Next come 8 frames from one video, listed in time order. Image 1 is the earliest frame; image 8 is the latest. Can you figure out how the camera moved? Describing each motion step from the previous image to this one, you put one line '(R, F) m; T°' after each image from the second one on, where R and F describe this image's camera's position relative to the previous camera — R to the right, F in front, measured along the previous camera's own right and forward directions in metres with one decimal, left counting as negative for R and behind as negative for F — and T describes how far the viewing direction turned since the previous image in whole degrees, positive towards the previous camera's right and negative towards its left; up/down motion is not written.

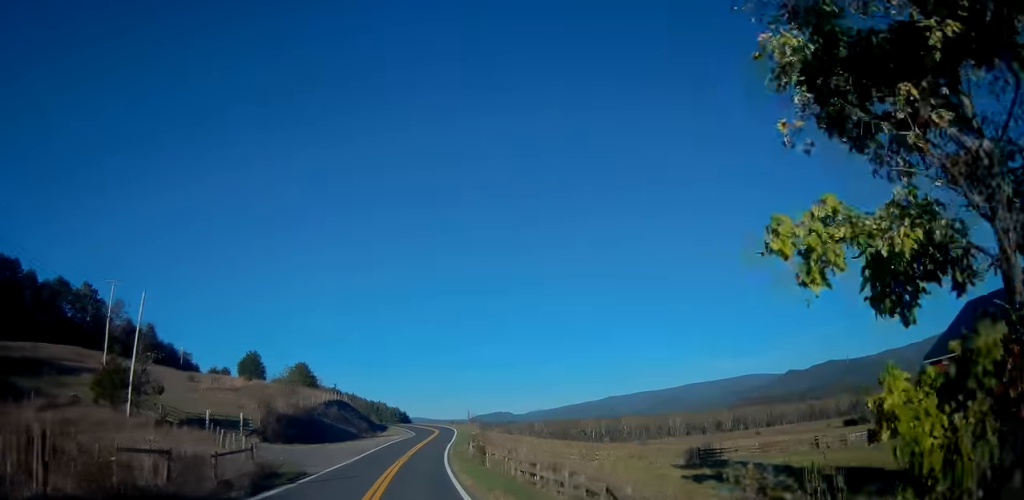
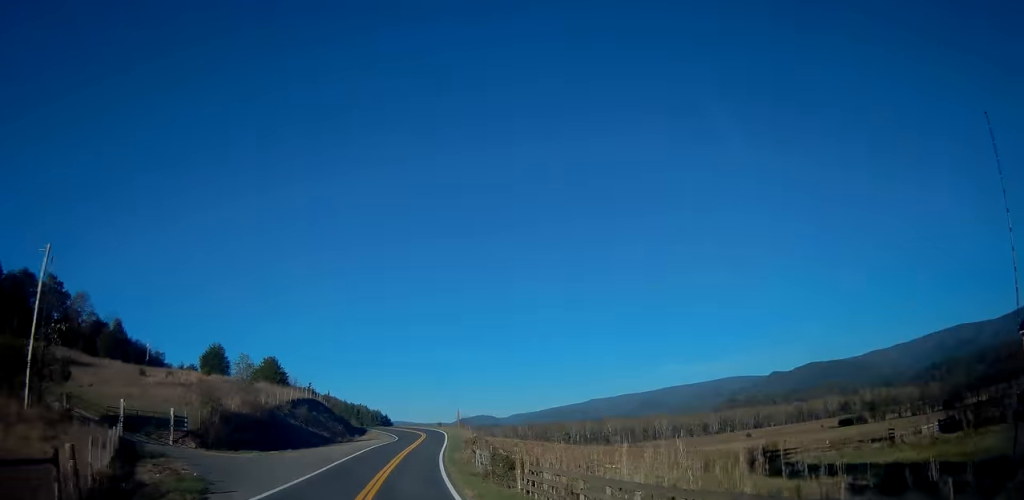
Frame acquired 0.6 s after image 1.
(-0.1, +11.9) m; +2°
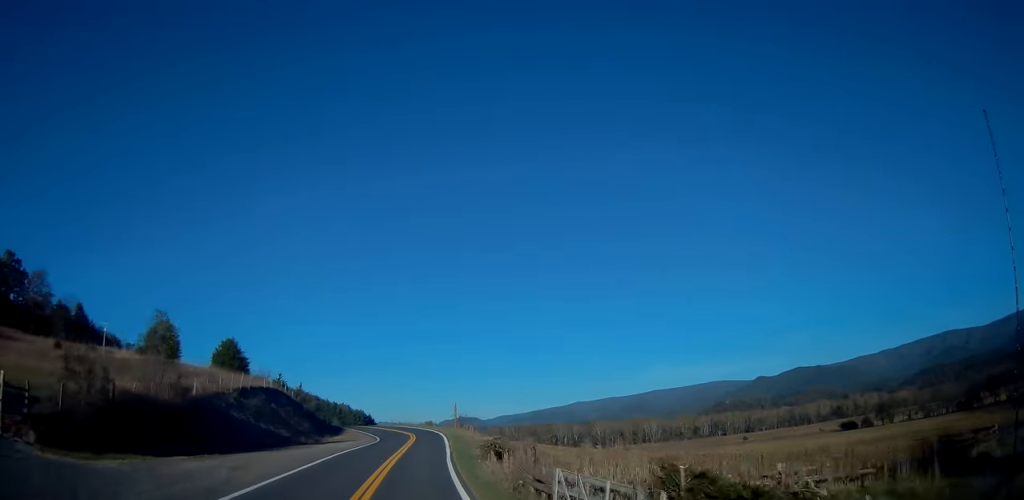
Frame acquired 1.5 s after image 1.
(+0.7, +16.9) m; +2°
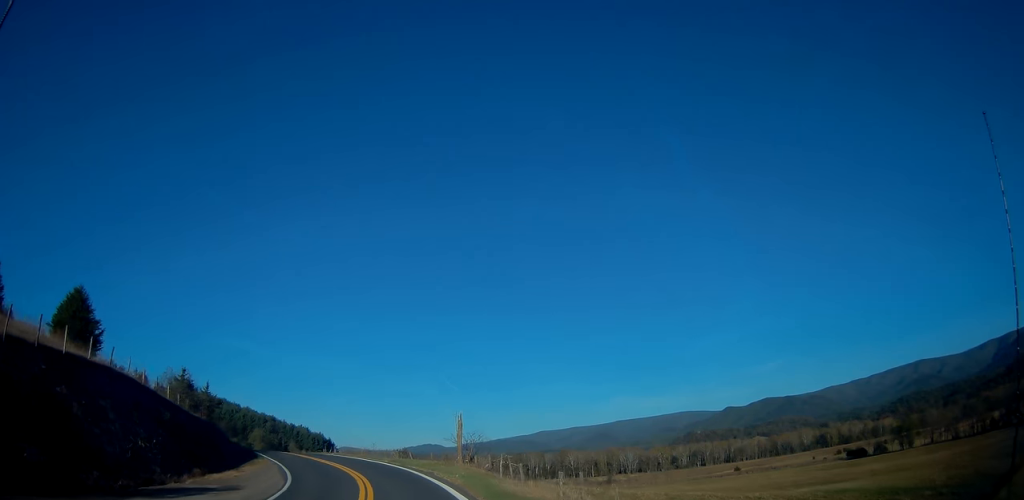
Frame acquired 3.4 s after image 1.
(+0.8, +35.5) m; +2°
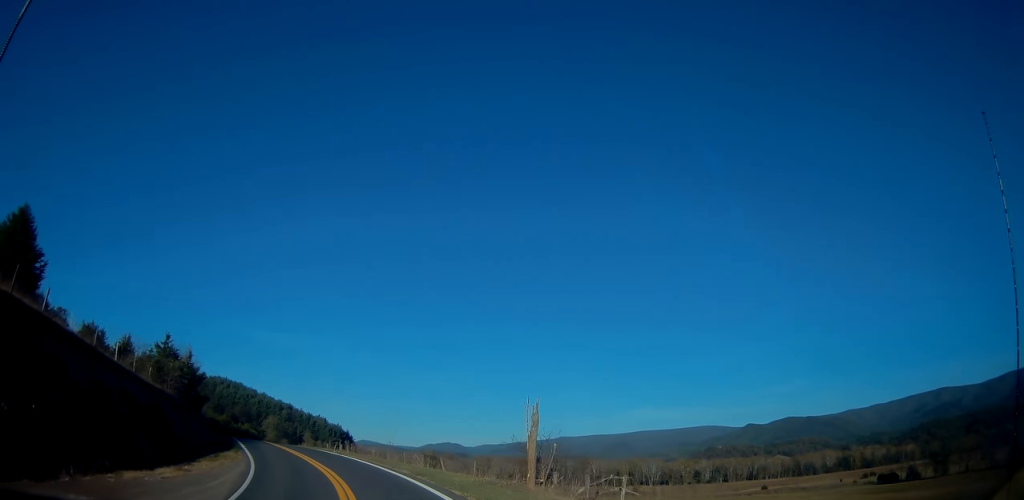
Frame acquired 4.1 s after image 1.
(0.0, +13.3) m; -2°
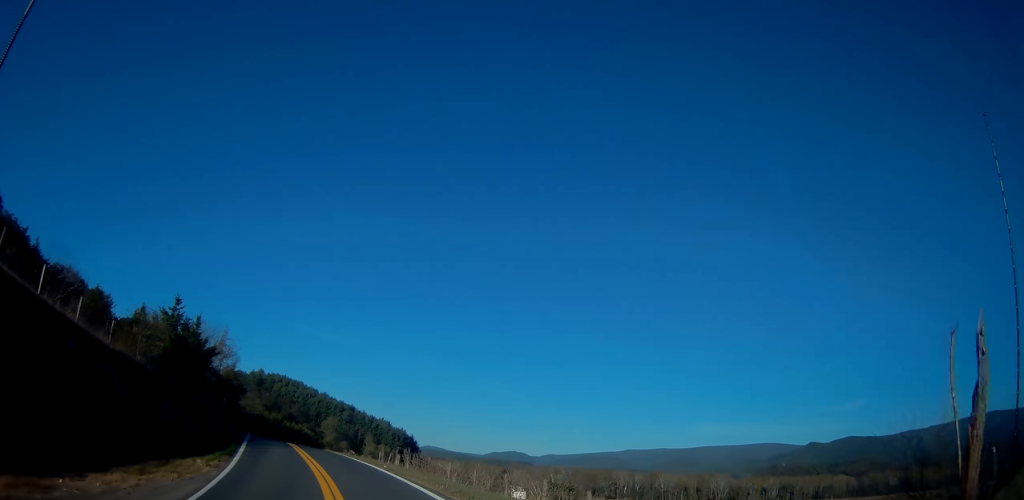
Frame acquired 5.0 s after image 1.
(-0.5, +14.9) m; -6°
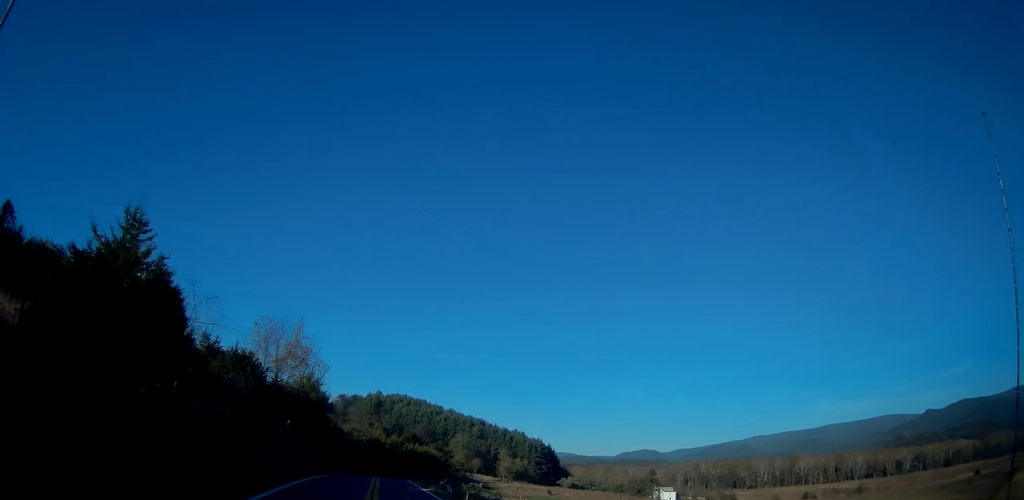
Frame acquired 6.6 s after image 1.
(-2.8, +25.5) m; -11°
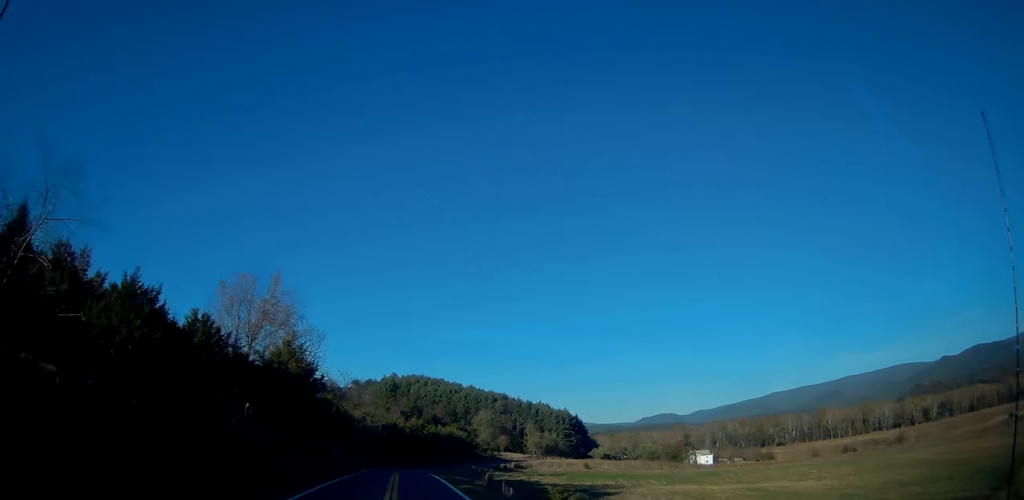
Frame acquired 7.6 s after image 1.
(-0.4, +16.2) m; -1°
